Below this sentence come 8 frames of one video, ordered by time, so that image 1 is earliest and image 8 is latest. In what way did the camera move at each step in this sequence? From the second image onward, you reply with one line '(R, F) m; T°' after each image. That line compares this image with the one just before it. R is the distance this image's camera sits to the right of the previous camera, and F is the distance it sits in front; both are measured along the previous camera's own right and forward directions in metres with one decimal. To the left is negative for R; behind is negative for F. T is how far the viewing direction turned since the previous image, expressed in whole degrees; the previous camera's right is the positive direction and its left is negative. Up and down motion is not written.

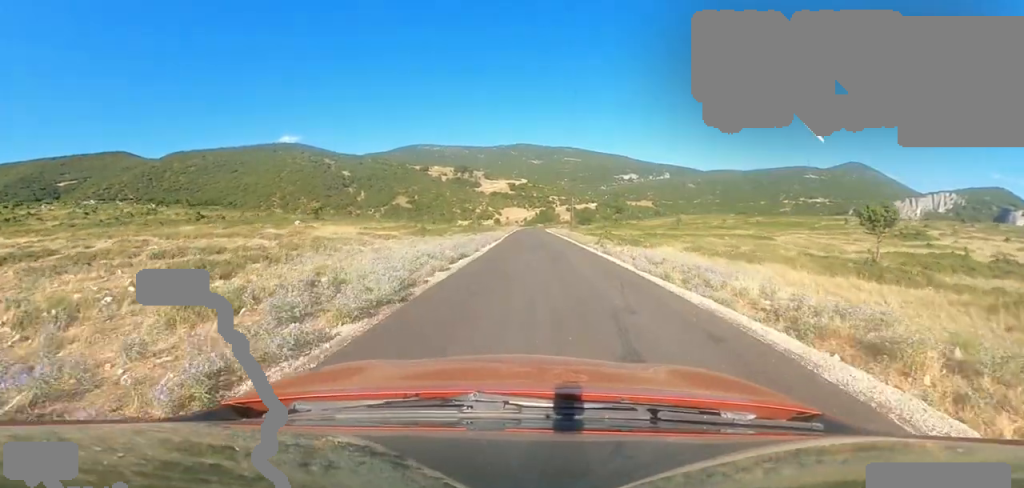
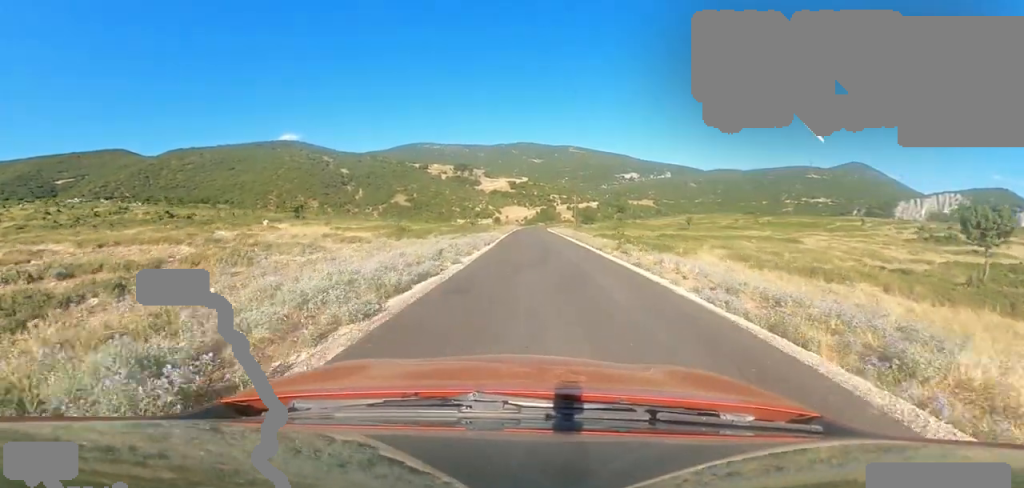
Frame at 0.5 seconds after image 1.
(+0.2, +4.9) m; -4°
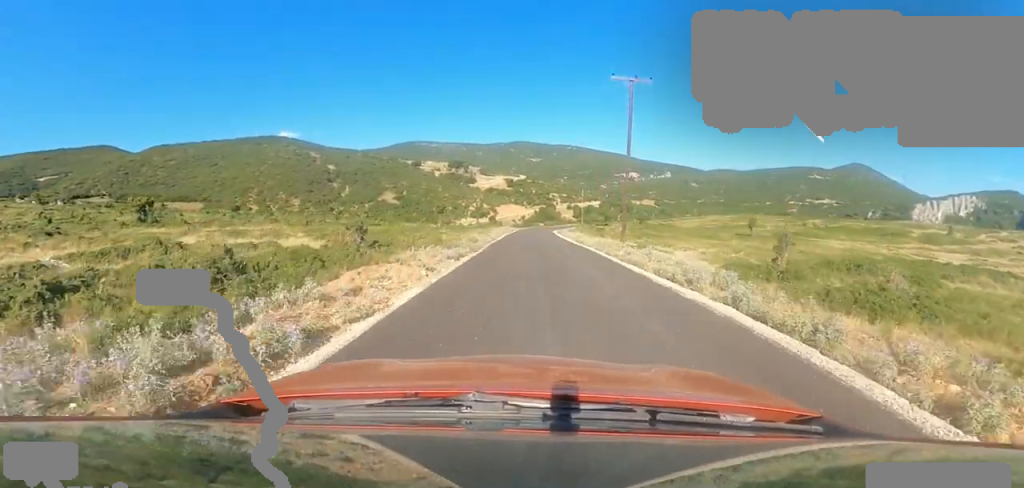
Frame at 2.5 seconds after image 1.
(-0.7, +21.8) m; +5°
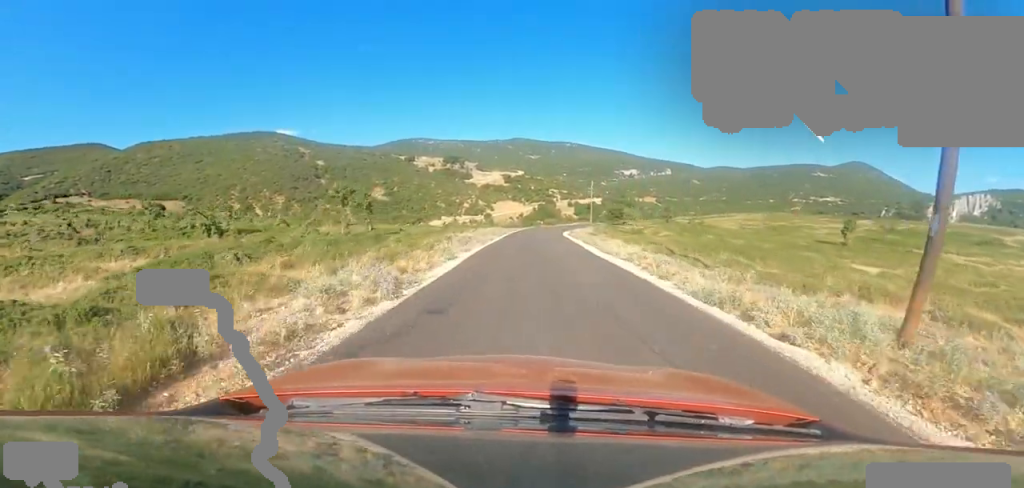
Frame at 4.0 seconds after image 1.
(+0.6, +17.2) m; +2°
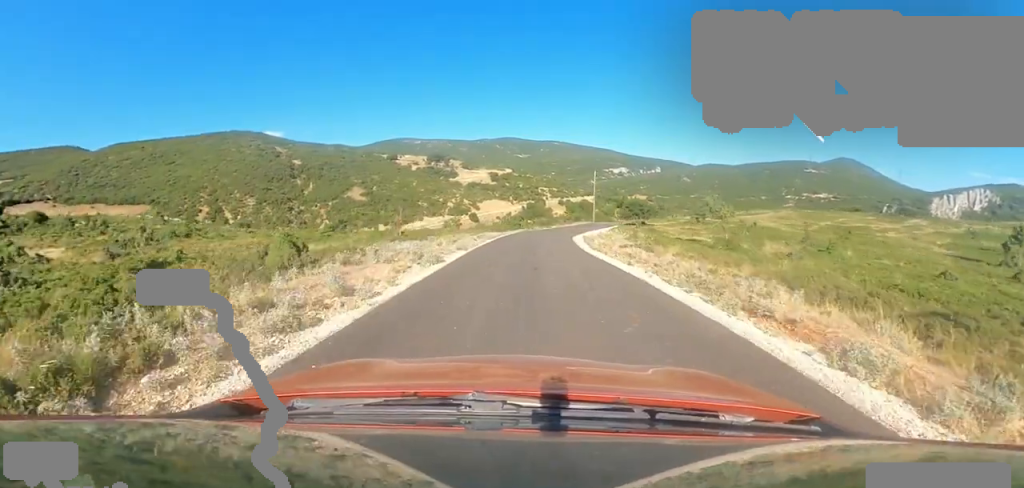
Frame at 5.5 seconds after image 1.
(0.0, +17.3) m; -6°
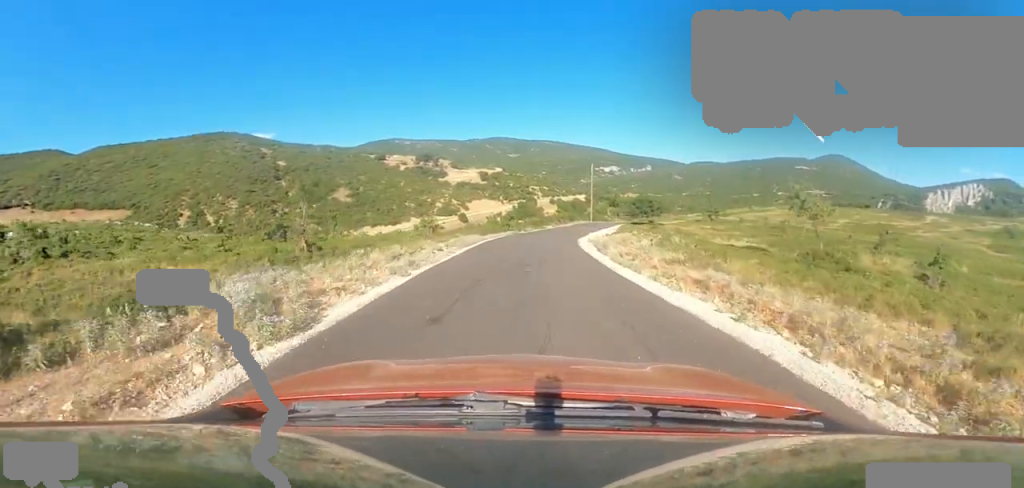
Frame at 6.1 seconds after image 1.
(-0.4, +7.0) m; +1°
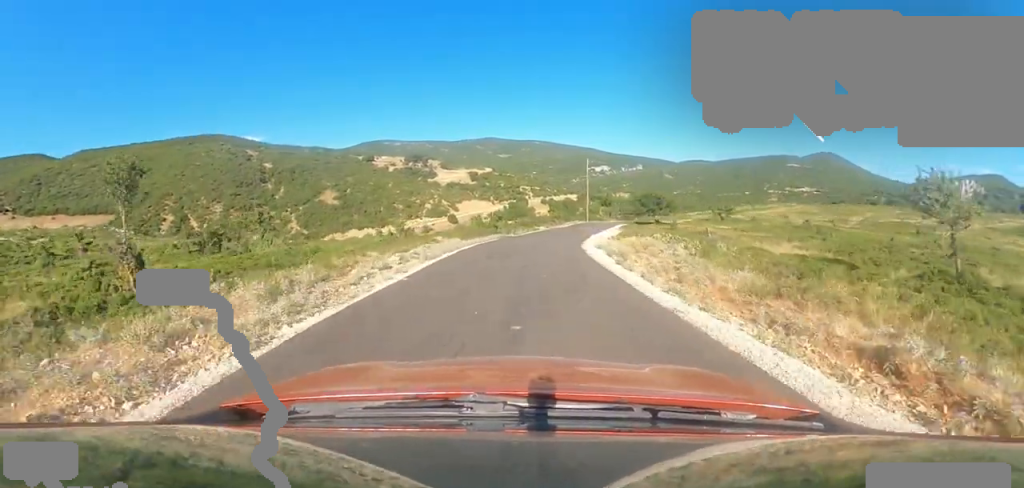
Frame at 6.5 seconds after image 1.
(-0.8, +5.0) m; +3°
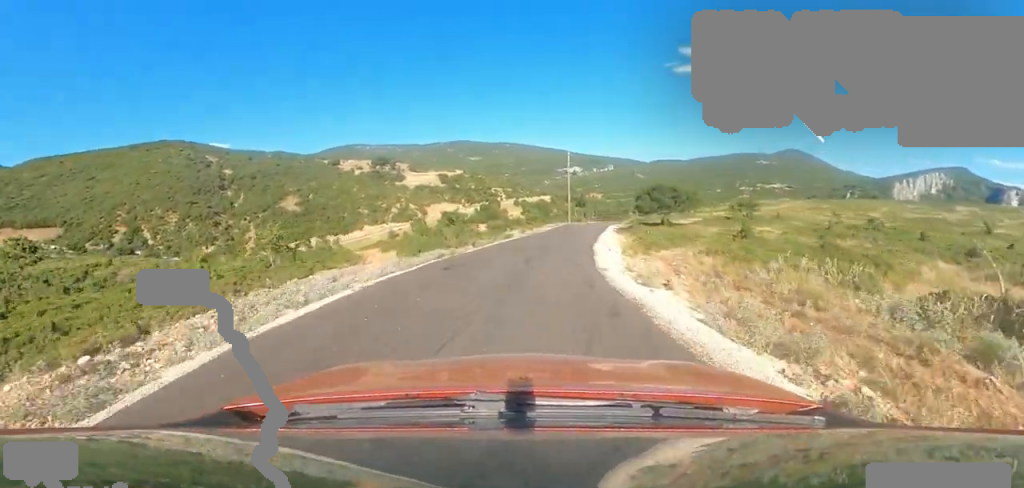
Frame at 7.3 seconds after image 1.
(+1.6, +10.4) m; +6°
